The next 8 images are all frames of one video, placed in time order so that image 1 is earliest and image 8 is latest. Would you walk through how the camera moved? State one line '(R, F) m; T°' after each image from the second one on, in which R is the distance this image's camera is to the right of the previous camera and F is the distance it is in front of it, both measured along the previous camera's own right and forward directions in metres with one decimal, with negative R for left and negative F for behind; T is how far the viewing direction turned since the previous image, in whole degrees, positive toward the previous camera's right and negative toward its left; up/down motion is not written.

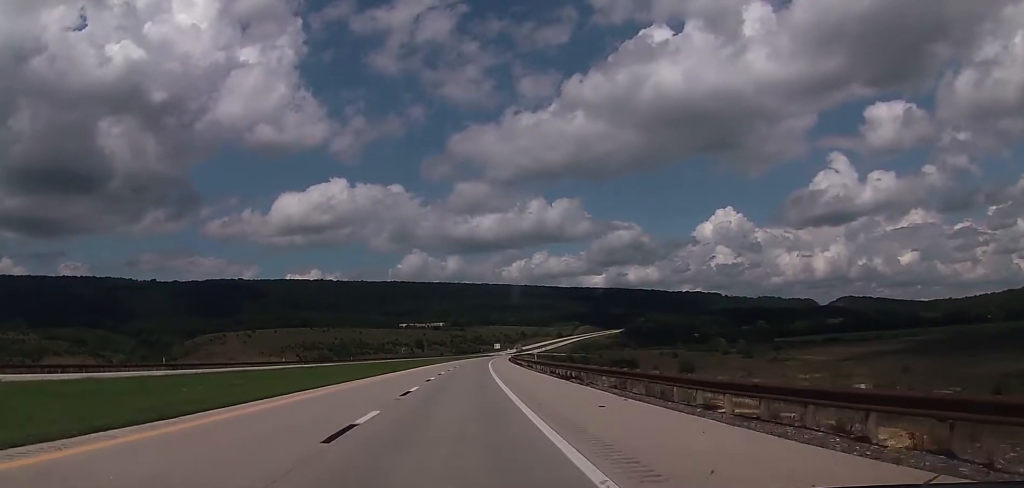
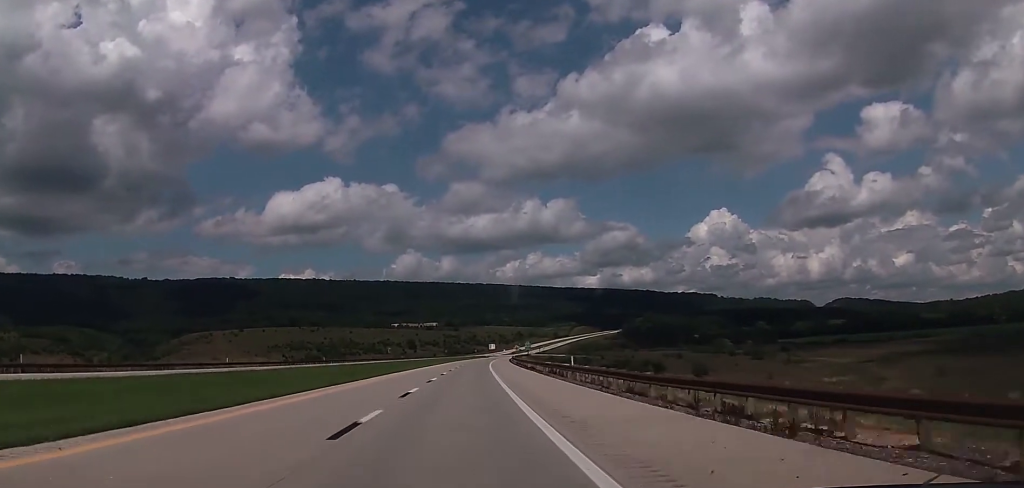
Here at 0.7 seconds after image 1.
(+0.1, +24.2) m; 0°
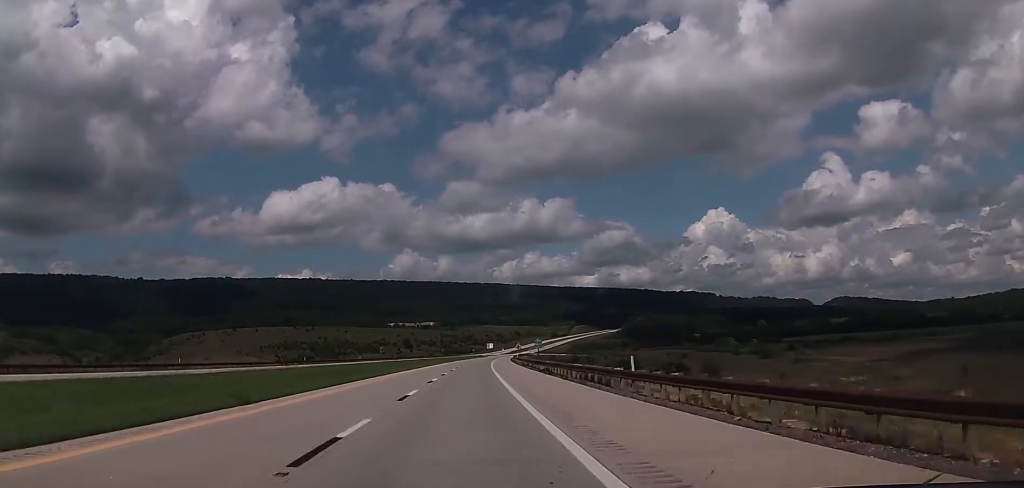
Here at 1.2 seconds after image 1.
(+0.1, +14.3) m; 0°
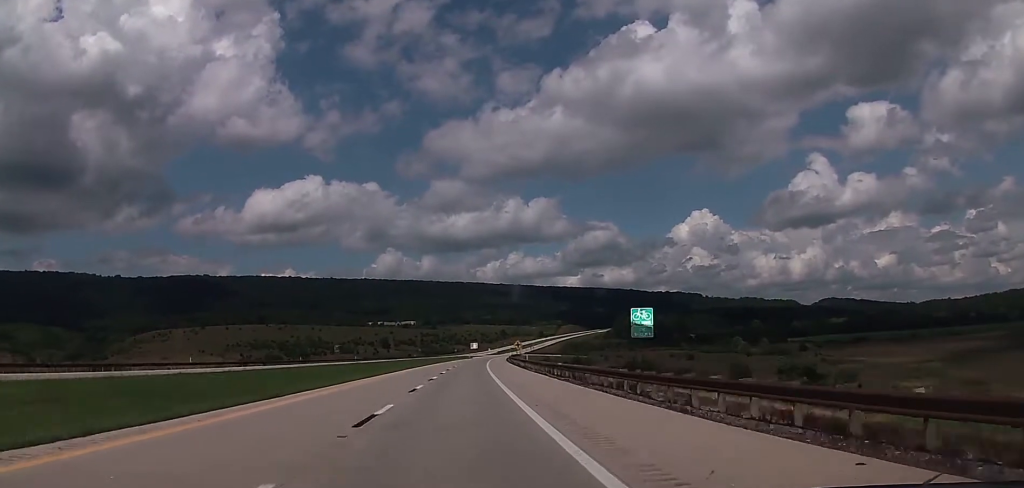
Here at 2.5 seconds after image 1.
(0.0, +45.1) m; +1°
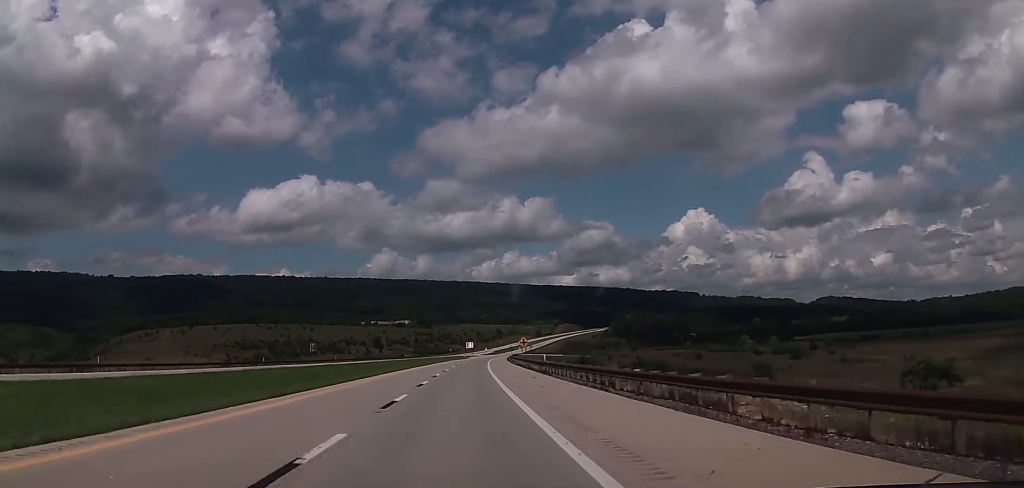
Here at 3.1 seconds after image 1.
(+0.2, +19.8) m; +1°
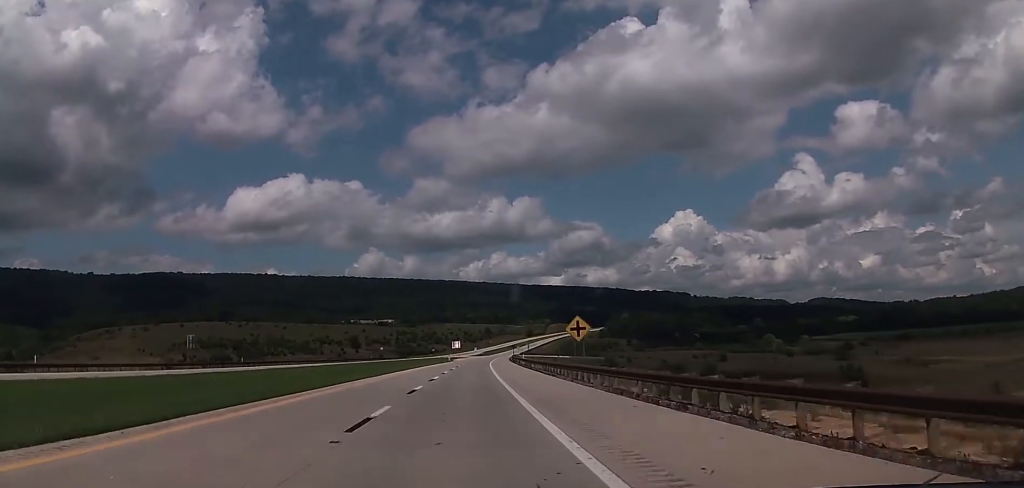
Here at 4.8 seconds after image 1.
(+1.0, +55.0) m; +1°
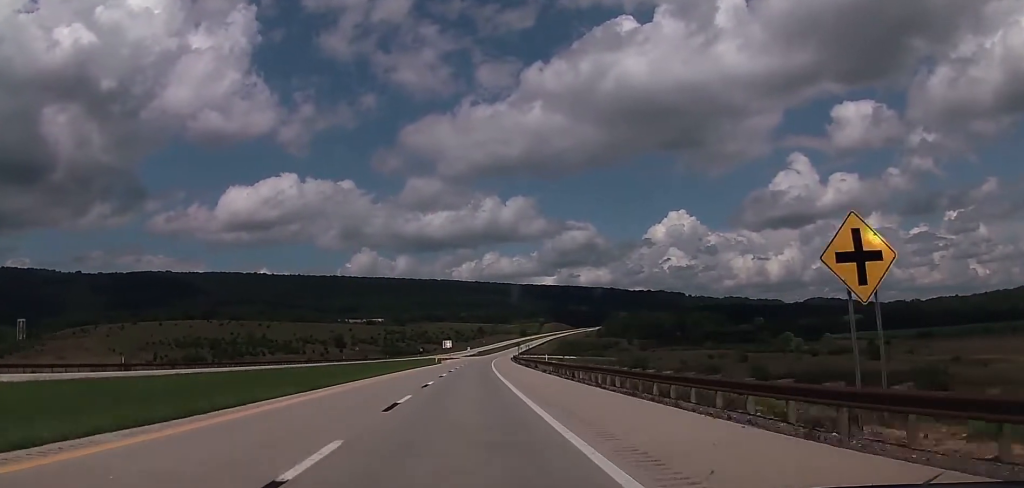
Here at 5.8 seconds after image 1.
(-0.1, +31.9) m; 0°
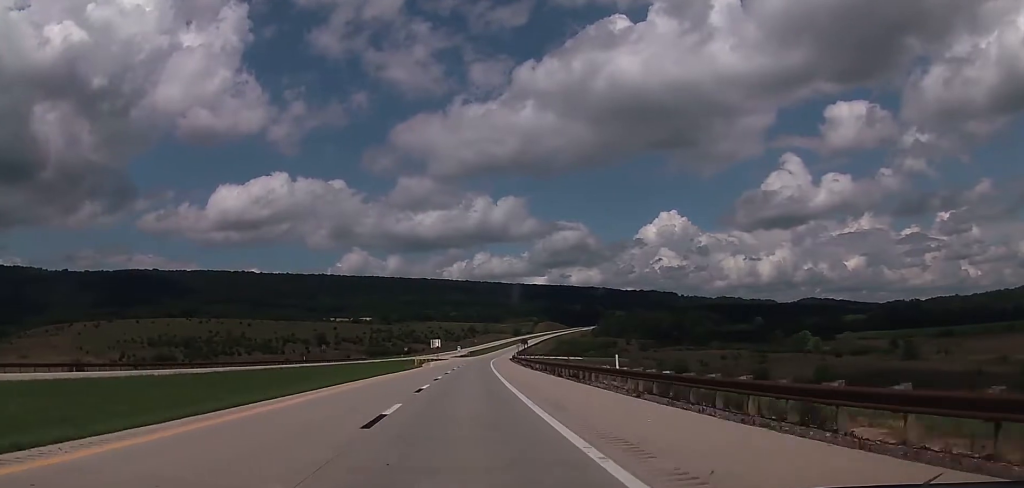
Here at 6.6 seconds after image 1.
(+0.1, +28.6) m; +1°
